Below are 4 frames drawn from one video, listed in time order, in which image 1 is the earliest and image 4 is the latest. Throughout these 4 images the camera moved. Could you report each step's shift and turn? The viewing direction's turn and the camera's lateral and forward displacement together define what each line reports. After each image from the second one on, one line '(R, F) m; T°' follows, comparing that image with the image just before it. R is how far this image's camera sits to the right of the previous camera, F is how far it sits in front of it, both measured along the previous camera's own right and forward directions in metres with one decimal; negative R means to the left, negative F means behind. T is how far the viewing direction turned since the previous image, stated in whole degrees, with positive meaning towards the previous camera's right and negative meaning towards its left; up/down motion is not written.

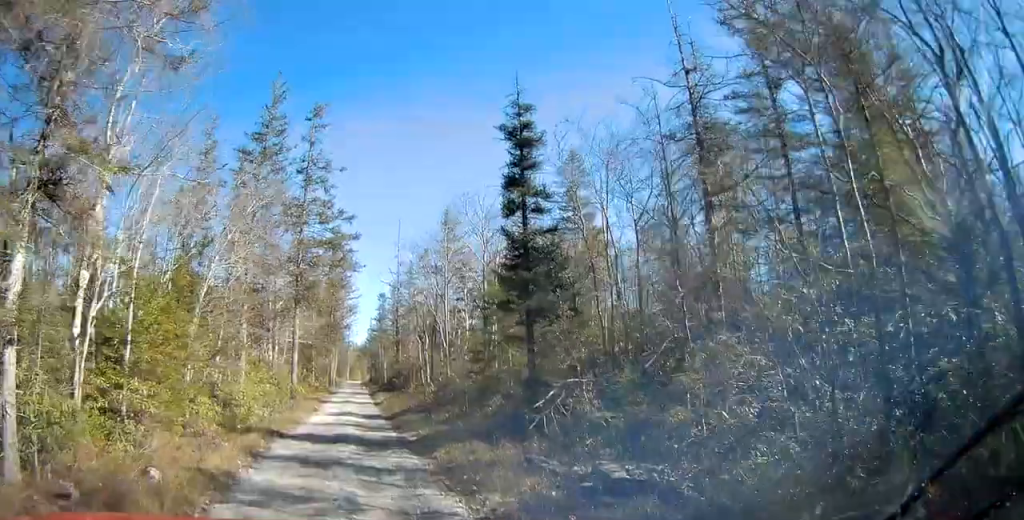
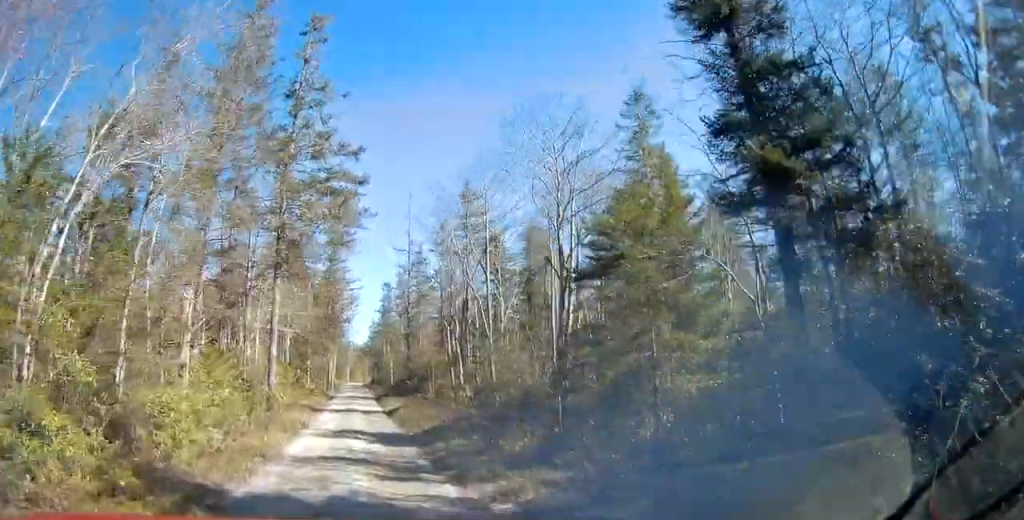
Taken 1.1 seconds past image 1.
(+0.5, +10.0) m; +1°
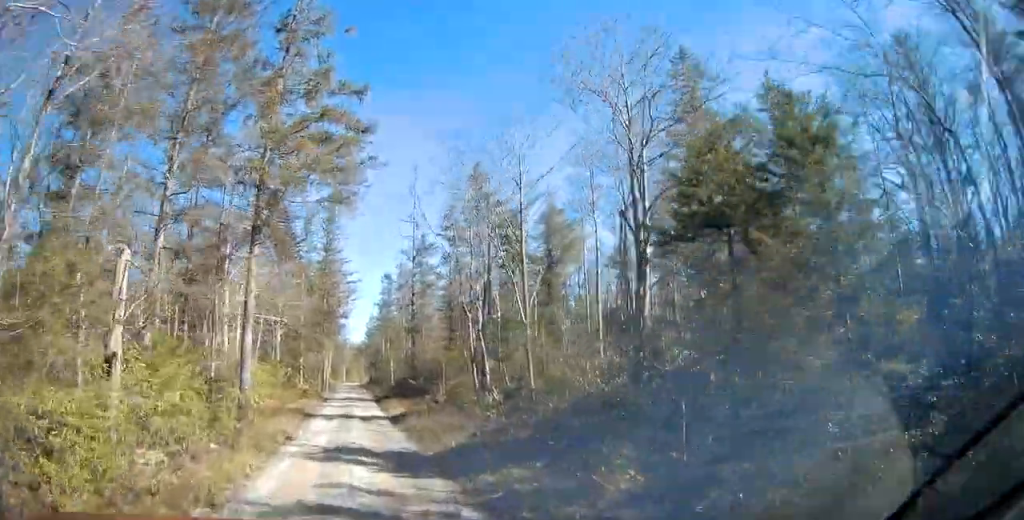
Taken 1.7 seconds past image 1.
(-0.1, +5.3) m; -2°
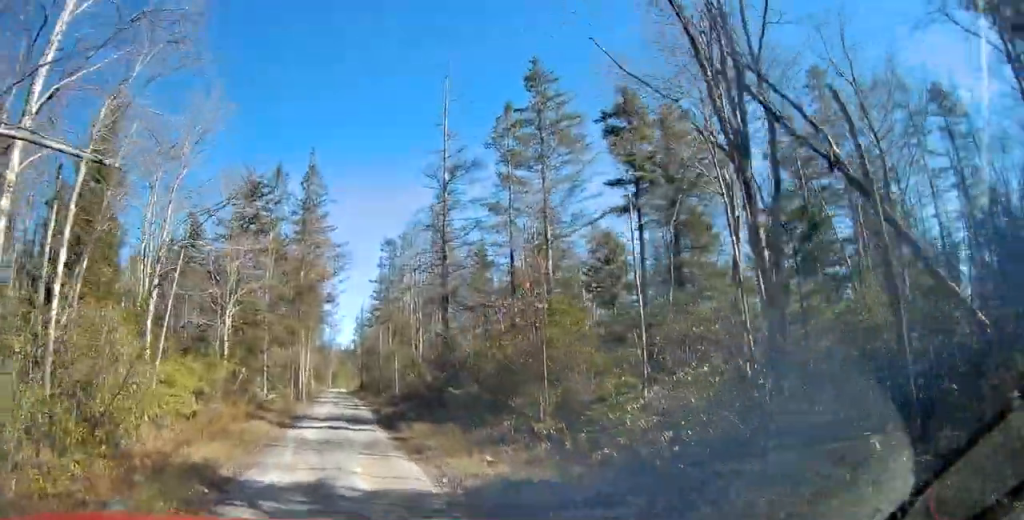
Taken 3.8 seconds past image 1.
(-0.7, +18.2) m; -2°
